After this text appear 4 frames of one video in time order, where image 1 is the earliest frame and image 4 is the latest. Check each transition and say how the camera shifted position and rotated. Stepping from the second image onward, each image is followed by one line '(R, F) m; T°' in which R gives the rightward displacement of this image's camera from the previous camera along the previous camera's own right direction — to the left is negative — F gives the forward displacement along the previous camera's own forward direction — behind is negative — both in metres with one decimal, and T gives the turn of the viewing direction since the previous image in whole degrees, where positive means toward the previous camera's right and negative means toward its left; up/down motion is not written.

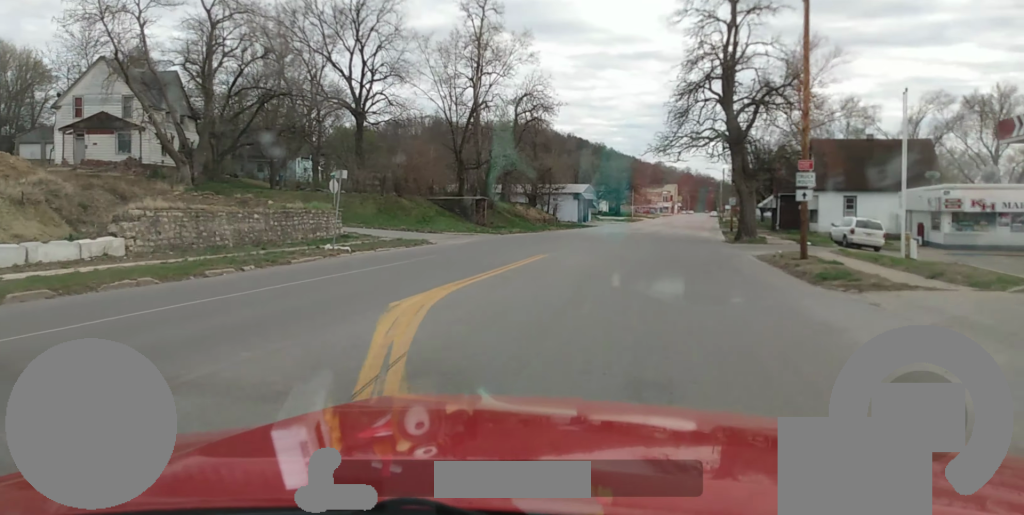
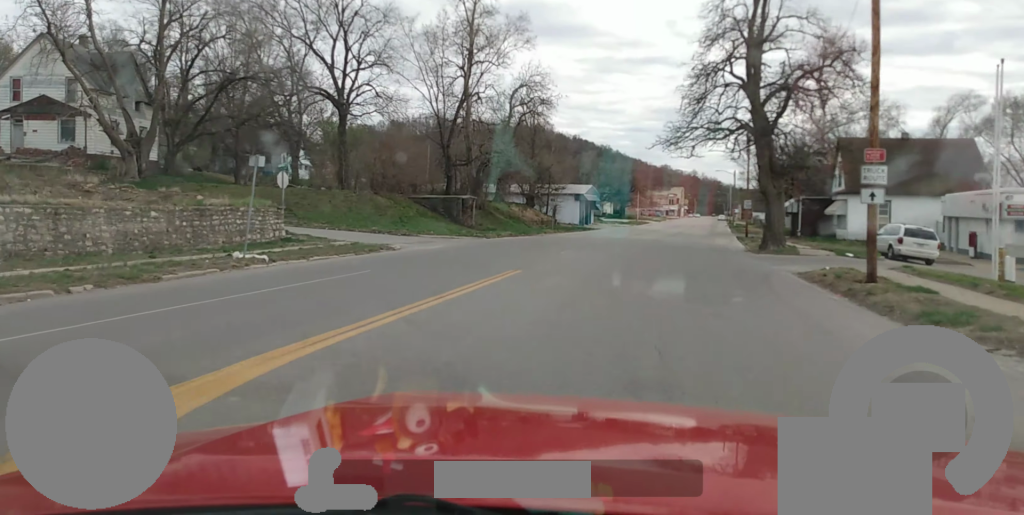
(0.0, +6.9) m; 0°
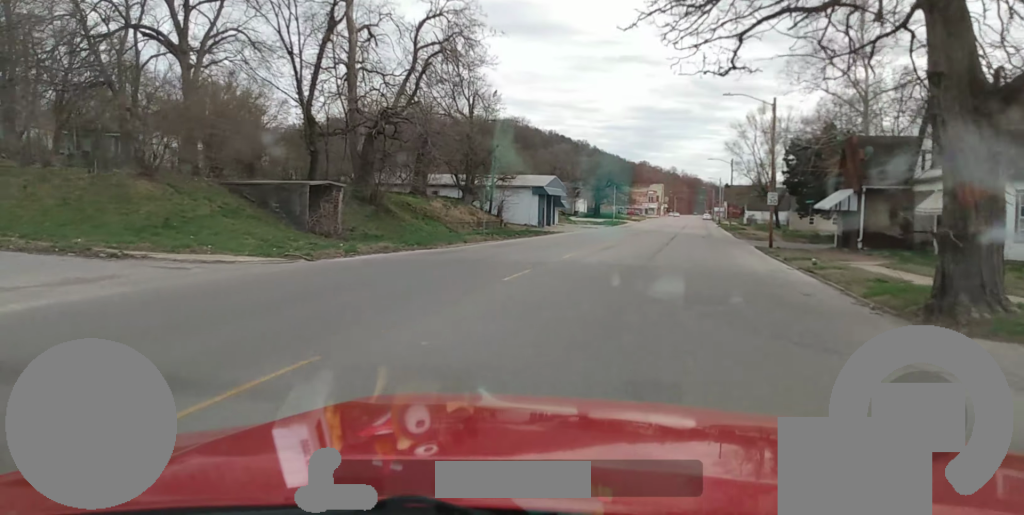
(0.0, +23.1) m; 0°
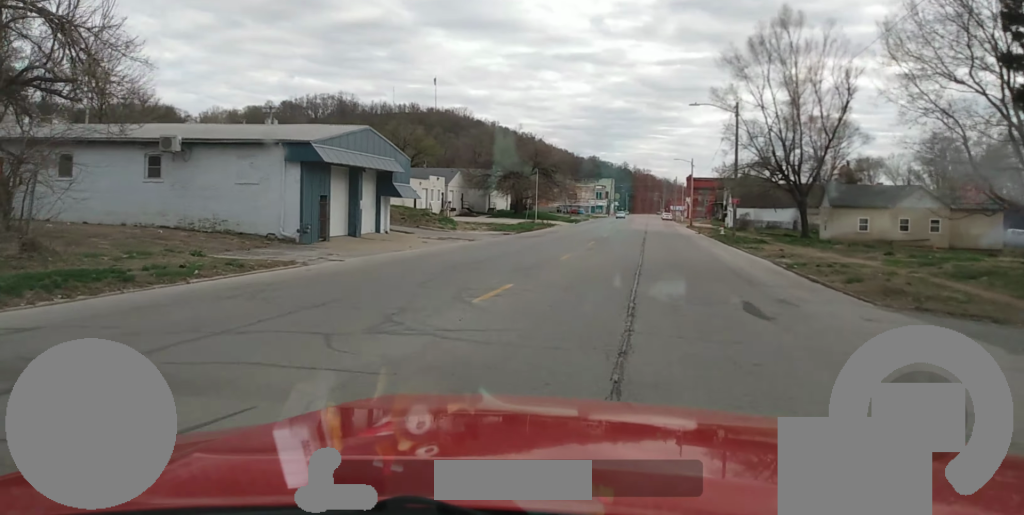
(+0.5, +49.7) m; +2°
